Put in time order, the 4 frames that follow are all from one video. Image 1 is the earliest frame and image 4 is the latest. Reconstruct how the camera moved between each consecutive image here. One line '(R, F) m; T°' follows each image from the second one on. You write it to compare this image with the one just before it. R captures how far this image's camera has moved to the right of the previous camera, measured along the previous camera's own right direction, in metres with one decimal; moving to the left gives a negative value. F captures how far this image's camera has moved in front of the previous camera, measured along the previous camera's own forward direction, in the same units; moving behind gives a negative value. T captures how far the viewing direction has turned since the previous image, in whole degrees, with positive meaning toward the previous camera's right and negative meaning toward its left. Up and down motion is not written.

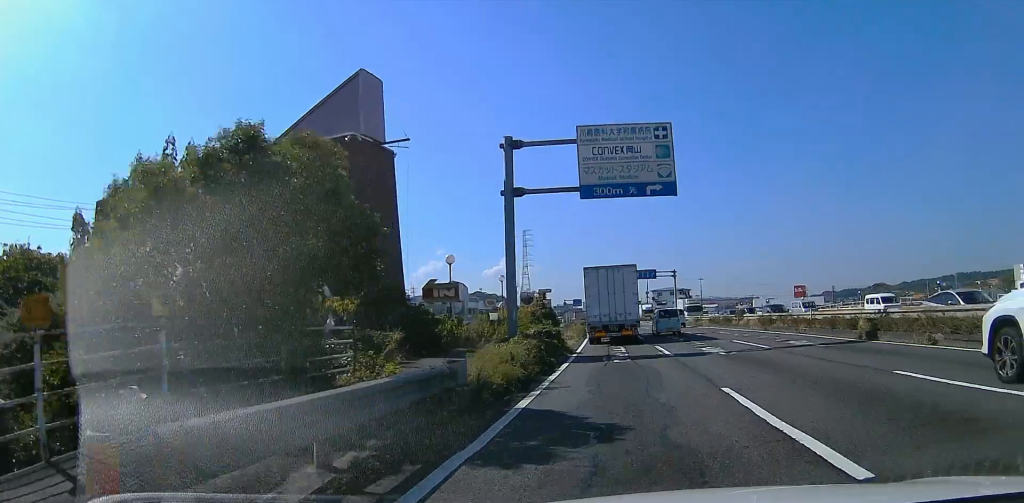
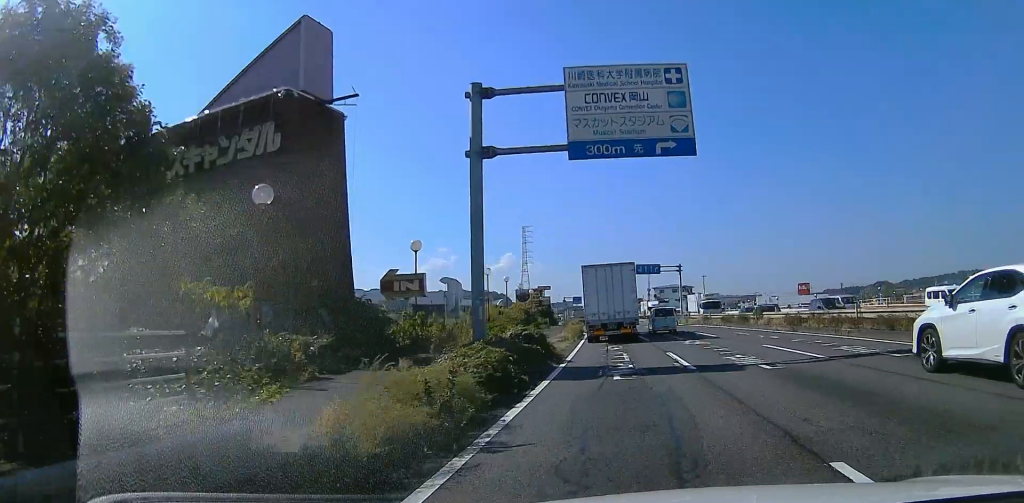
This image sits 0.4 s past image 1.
(-0.4, +4.7) m; -1°
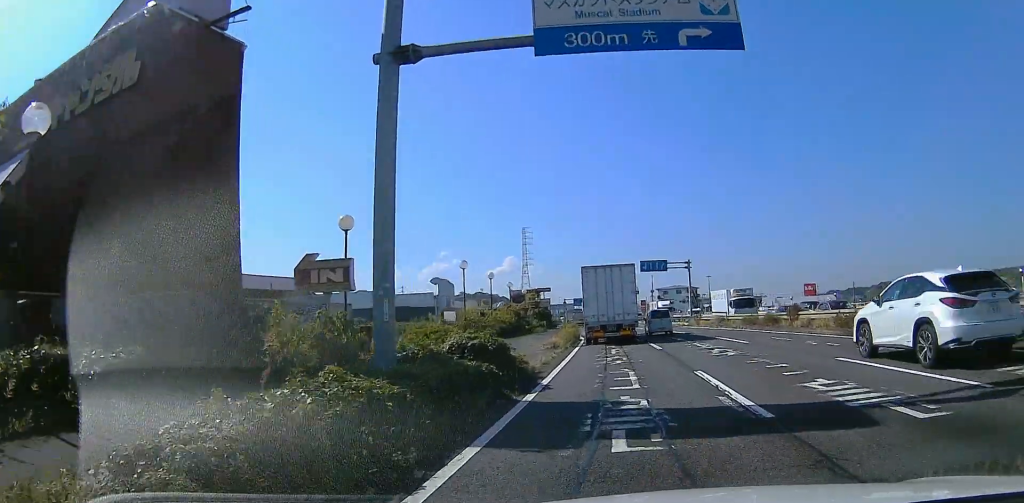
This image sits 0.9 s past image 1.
(-0.4, +6.1) m; -1°
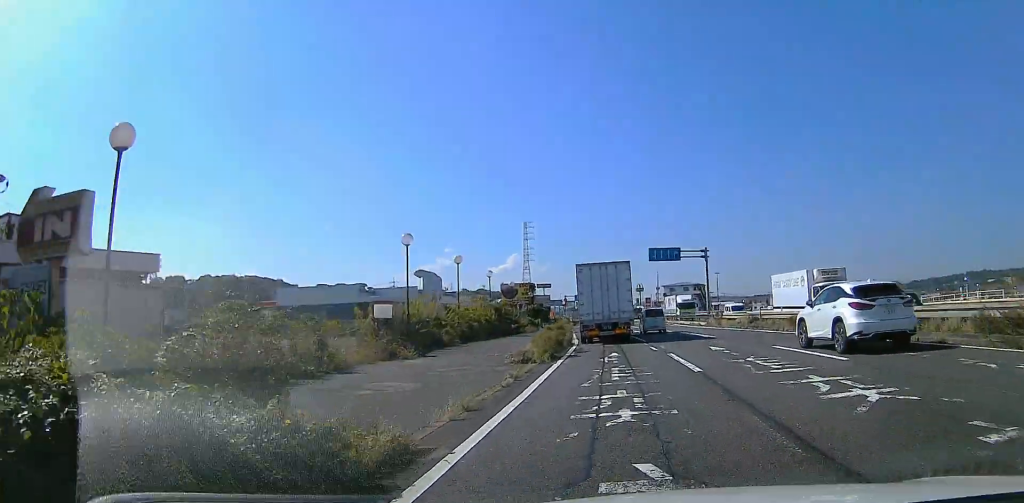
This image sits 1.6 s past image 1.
(+0.4, +8.5) m; +1°
